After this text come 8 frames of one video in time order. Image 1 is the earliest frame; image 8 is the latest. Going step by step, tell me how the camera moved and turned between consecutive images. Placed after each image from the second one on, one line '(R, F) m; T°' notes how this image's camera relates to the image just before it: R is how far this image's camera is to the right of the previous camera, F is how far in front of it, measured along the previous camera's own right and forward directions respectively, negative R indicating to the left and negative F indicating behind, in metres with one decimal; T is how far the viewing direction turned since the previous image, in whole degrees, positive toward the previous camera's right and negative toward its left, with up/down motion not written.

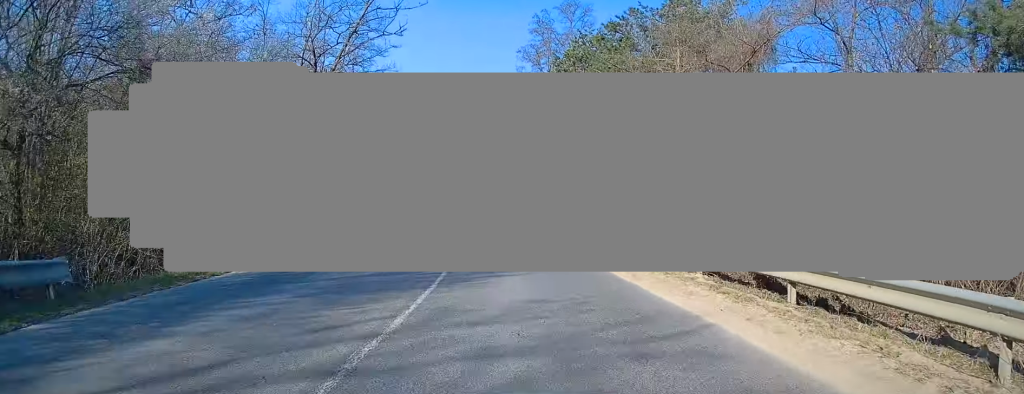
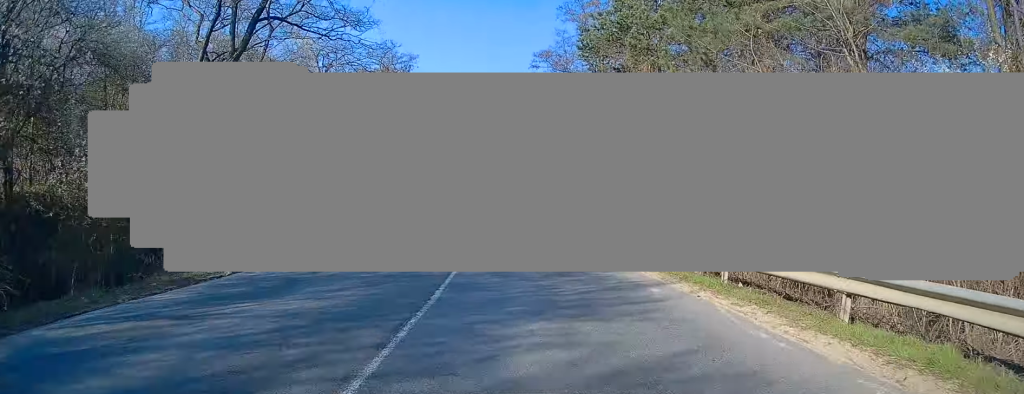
(-0.4, +13.1) m; -3°
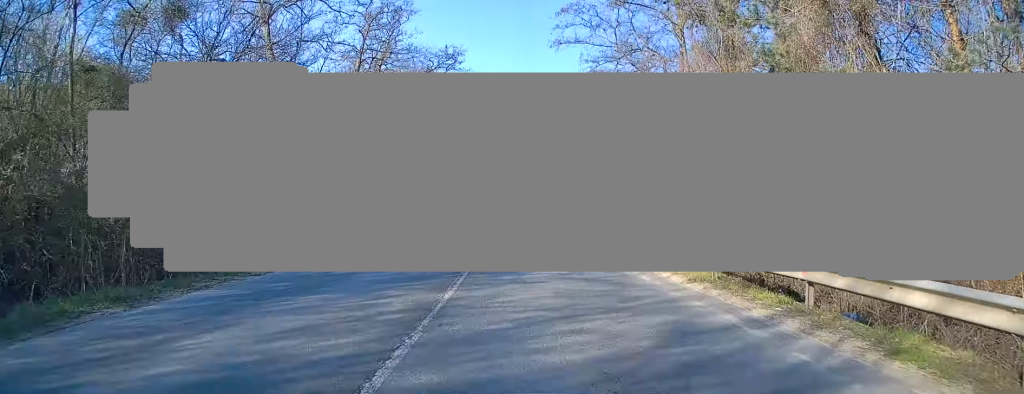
(-0.1, +15.2) m; -2°
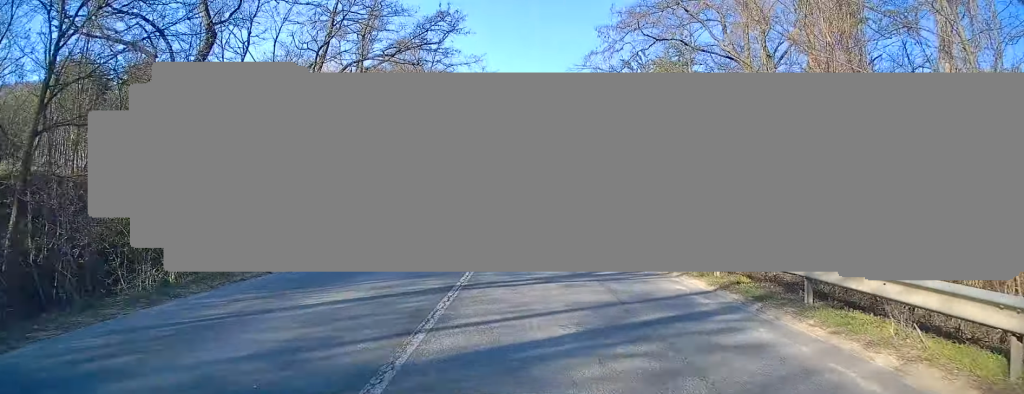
(-0.2, +7.8) m; -1°
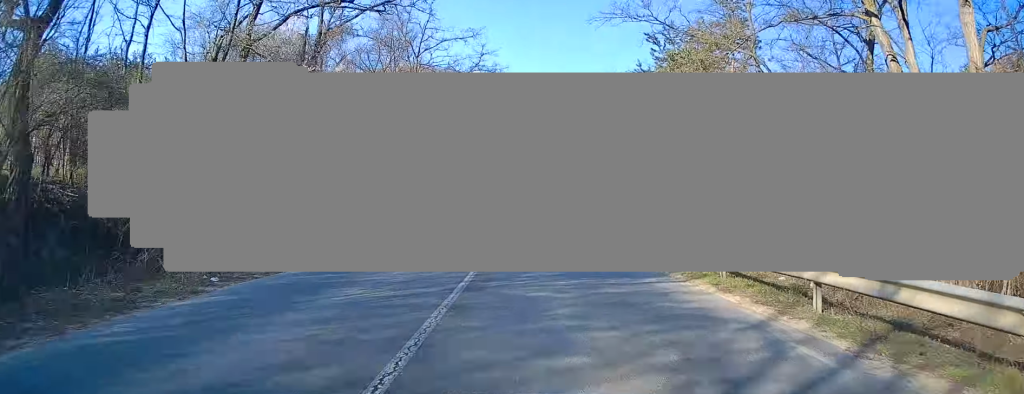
(-0.1, +8.3) m; -1°
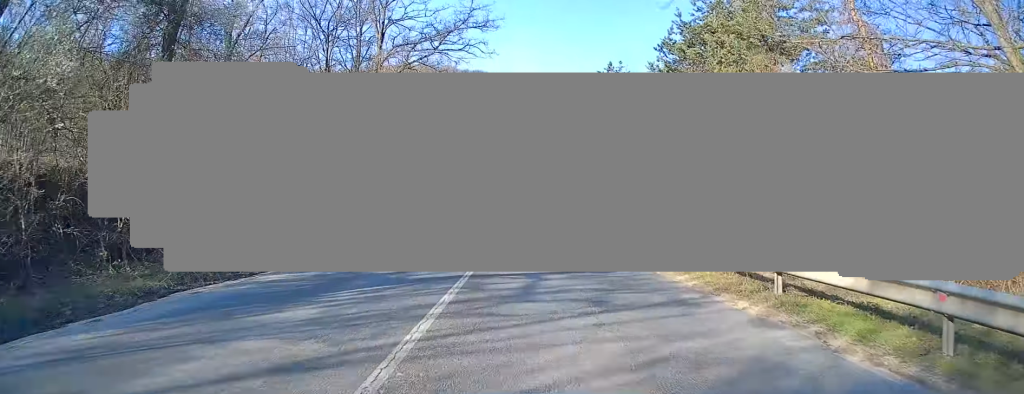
(0.0, +10.8) m; 0°
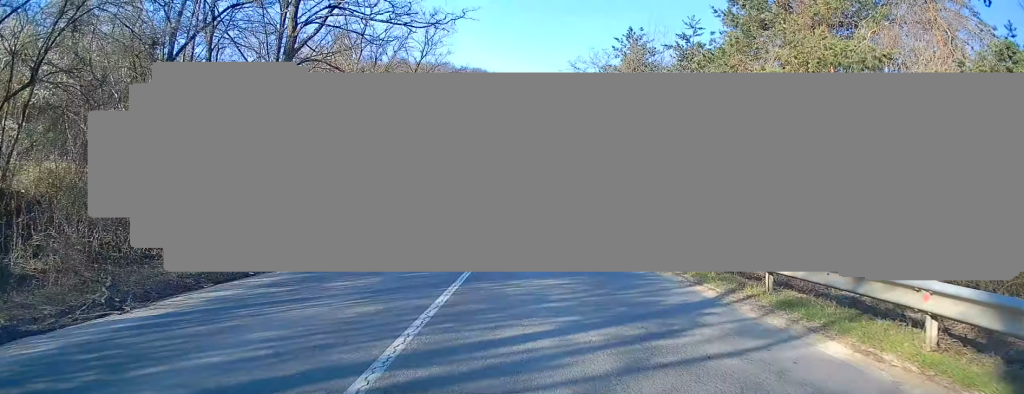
(0.0, +11.9) m; 0°
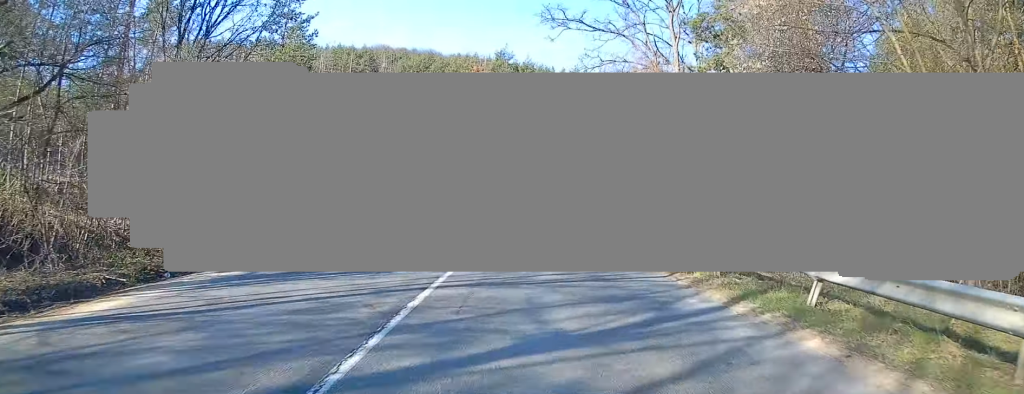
(-0.2, +29.0) m; -1°
